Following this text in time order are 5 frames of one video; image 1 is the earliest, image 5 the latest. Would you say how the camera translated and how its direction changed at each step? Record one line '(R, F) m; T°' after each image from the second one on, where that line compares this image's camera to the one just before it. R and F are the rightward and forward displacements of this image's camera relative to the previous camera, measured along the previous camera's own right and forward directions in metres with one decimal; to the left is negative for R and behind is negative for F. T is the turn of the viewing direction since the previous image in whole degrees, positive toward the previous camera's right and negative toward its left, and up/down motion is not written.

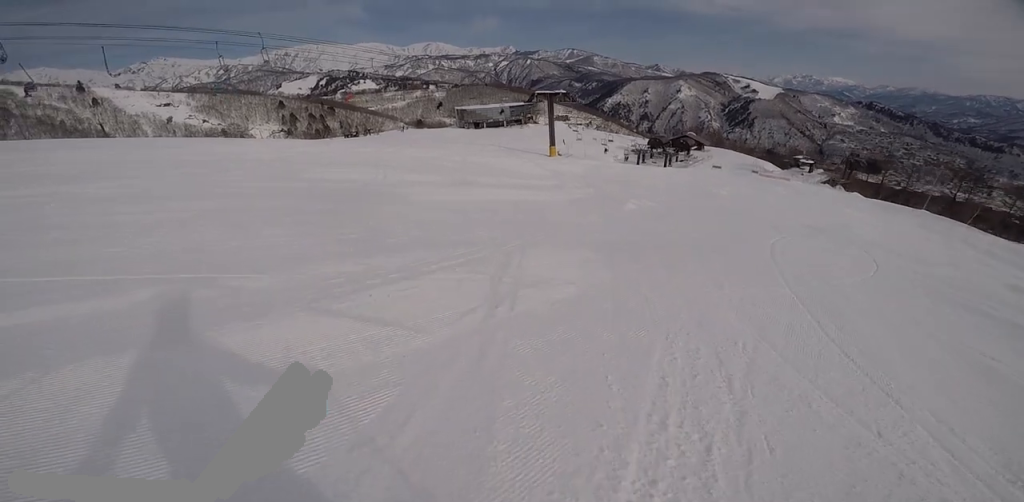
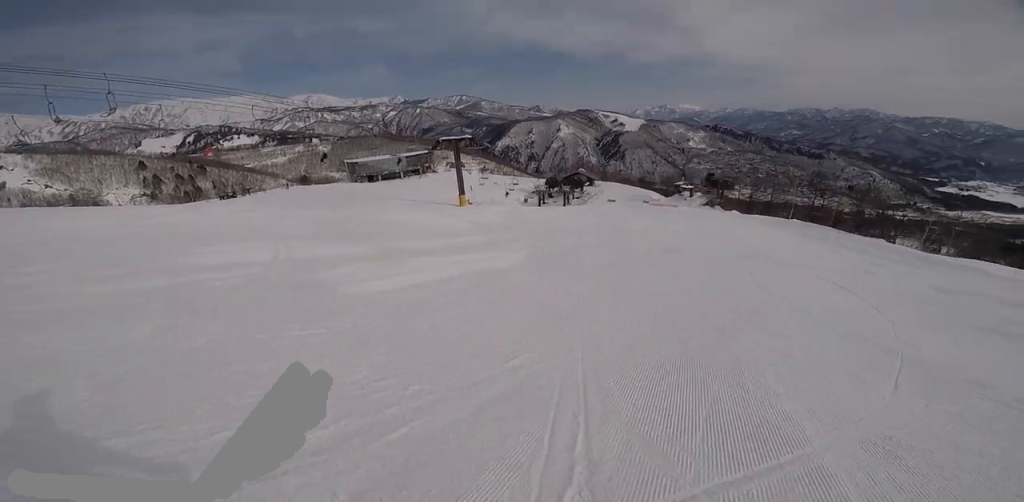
(+0.4, +3.3) m; +21°
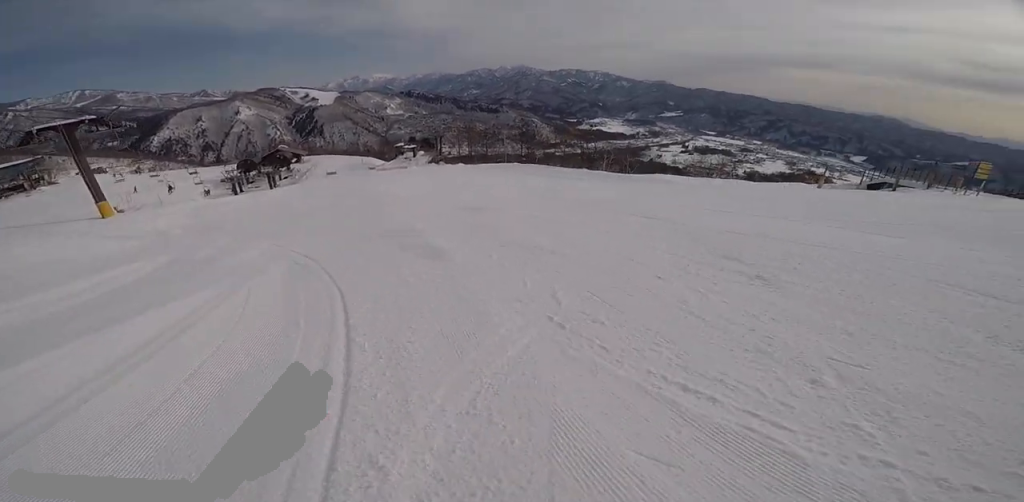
(+4.2, +7.2) m; +55°
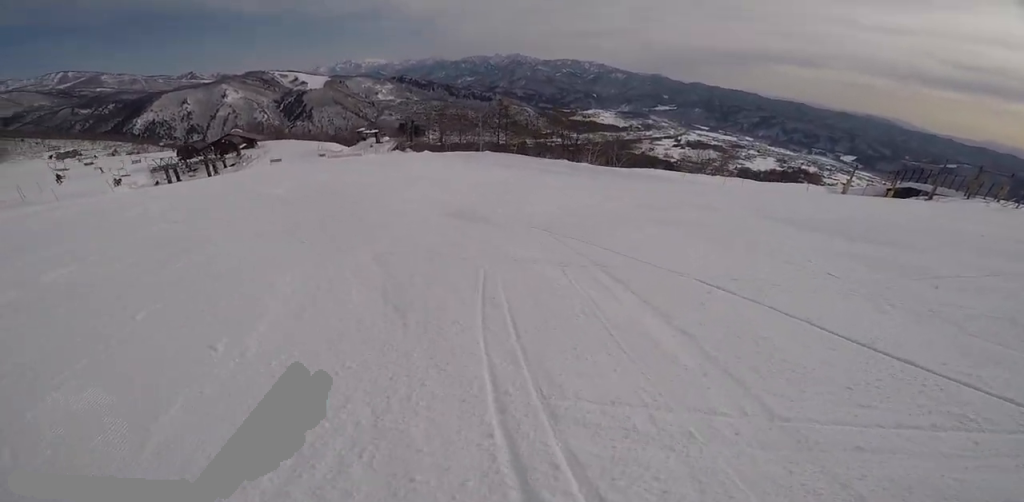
(+2.5, +9.9) m; +3°
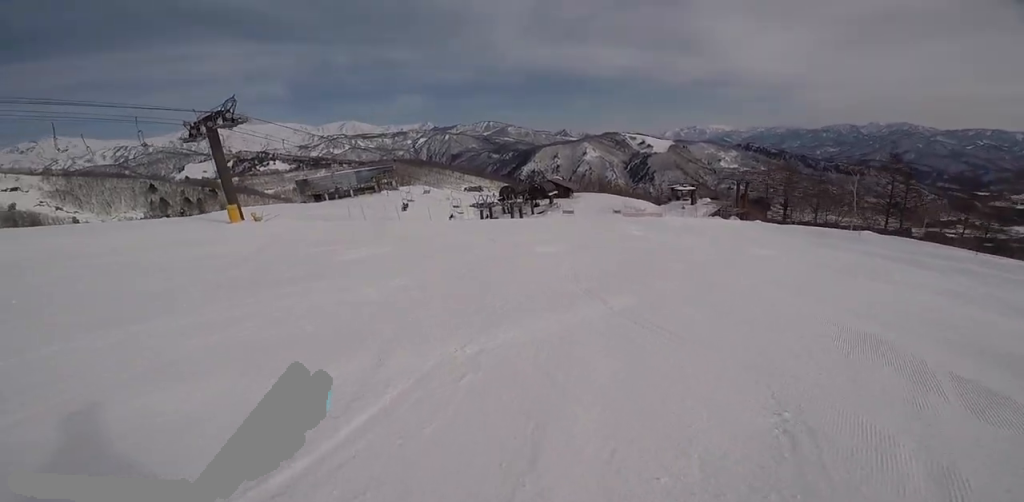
(-13.5, +10.0) m; -88°
